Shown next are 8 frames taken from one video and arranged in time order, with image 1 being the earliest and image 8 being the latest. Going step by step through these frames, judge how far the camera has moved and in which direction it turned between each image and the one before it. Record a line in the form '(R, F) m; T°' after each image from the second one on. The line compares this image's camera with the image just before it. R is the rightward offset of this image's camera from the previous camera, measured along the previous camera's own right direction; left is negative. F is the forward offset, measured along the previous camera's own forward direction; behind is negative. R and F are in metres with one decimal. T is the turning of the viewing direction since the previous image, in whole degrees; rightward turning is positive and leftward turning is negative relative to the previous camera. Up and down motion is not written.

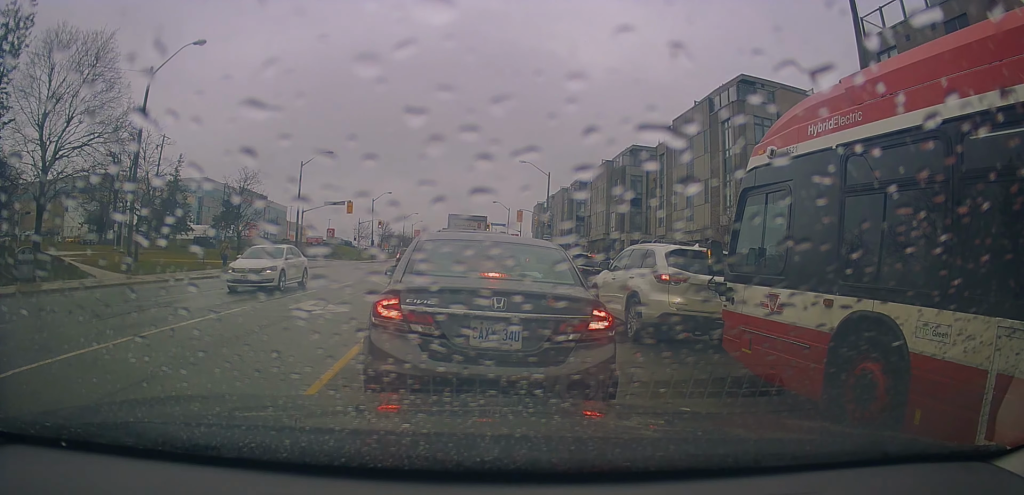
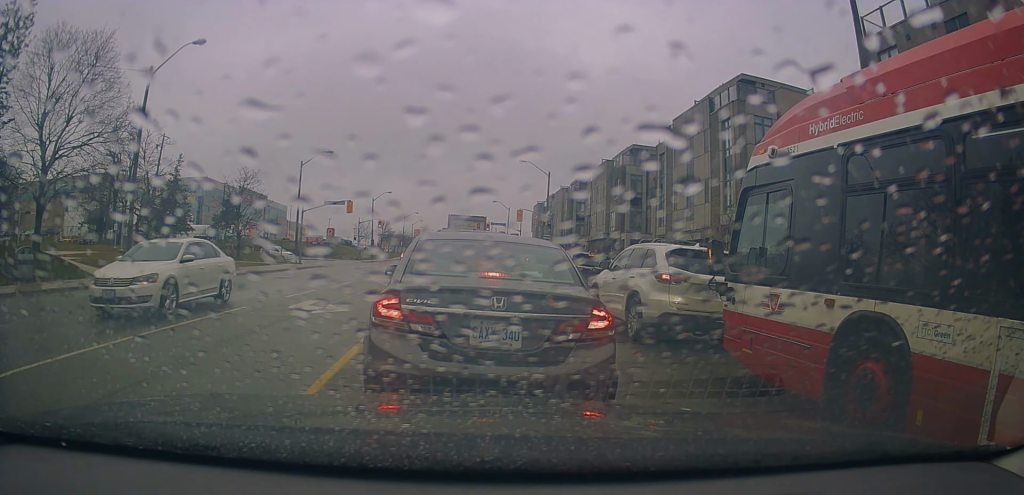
(0.0, 0.0) m; 0°
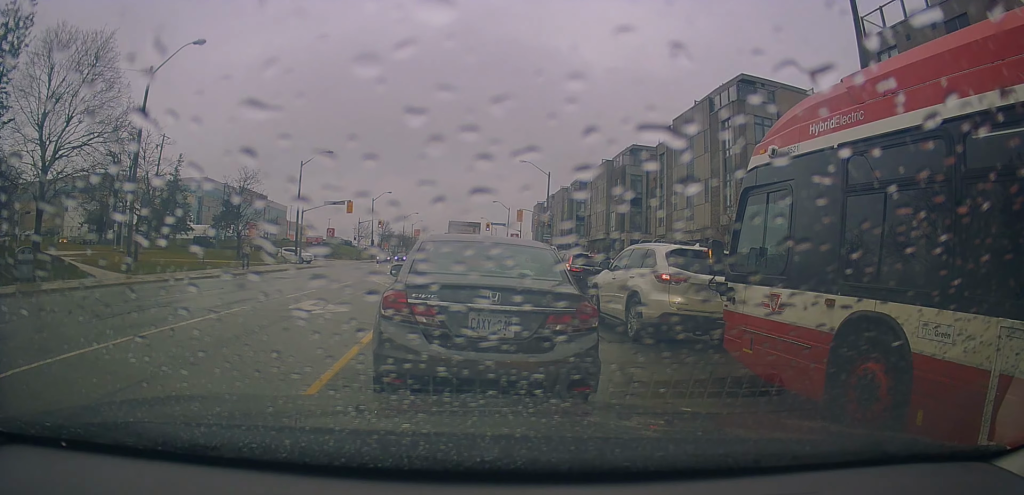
(0.0, 0.0) m; 0°
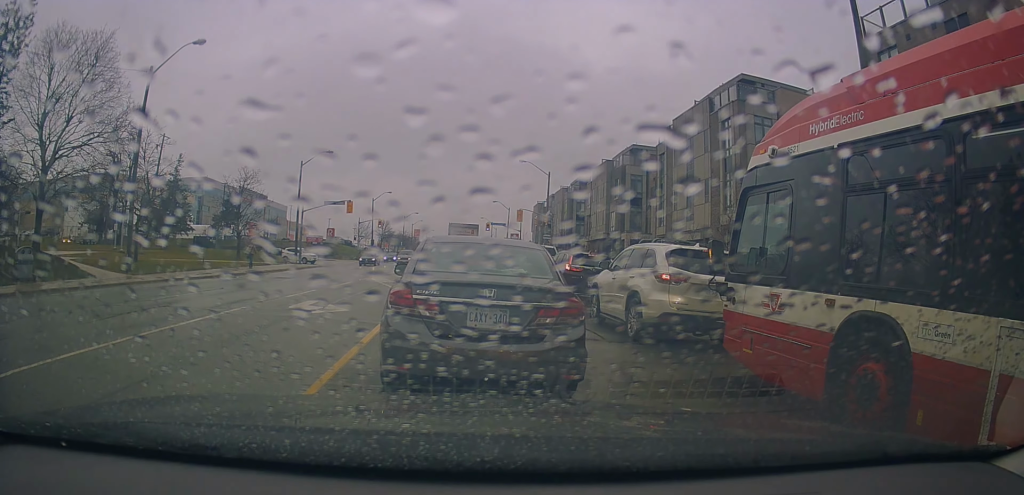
(0.0, 0.0) m; 0°
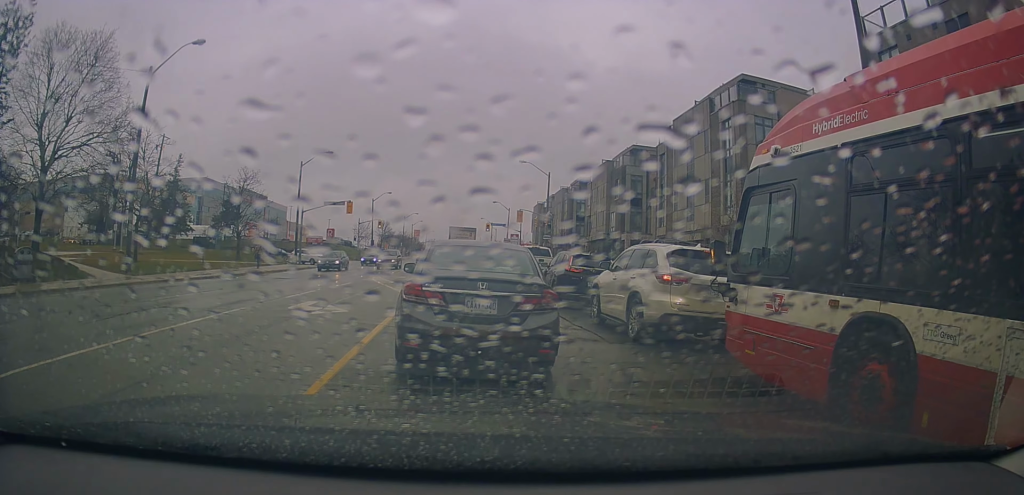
(0.0, 0.0) m; 0°
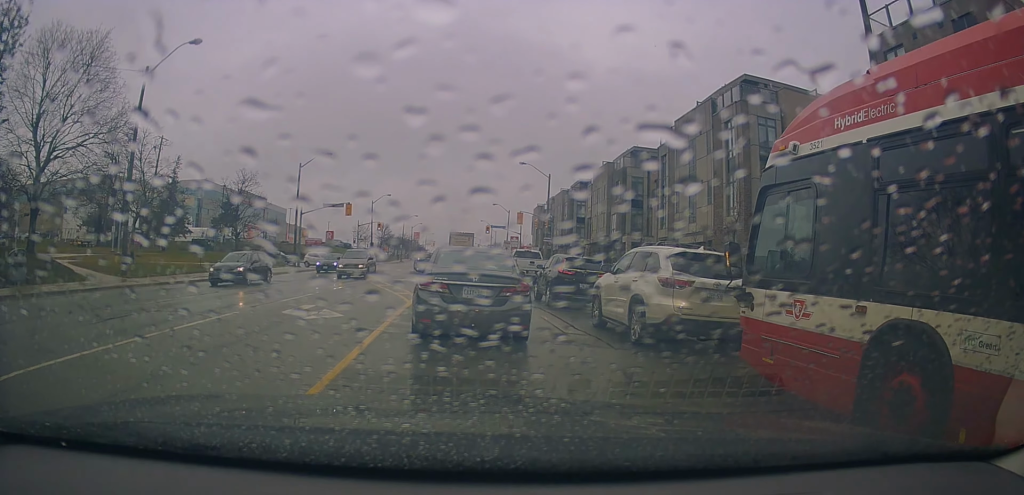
(+0.1, +0.2) m; 0°
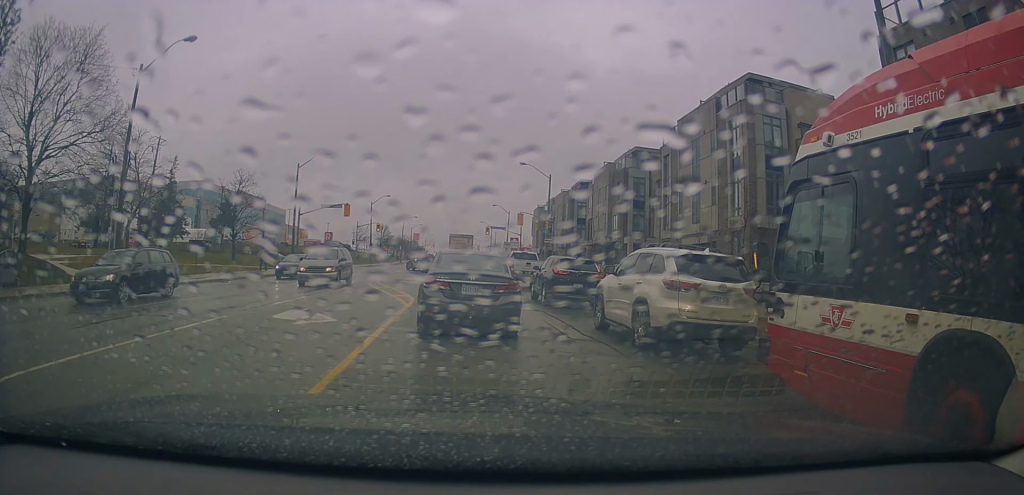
(+0.1, +0.3) m; +1°
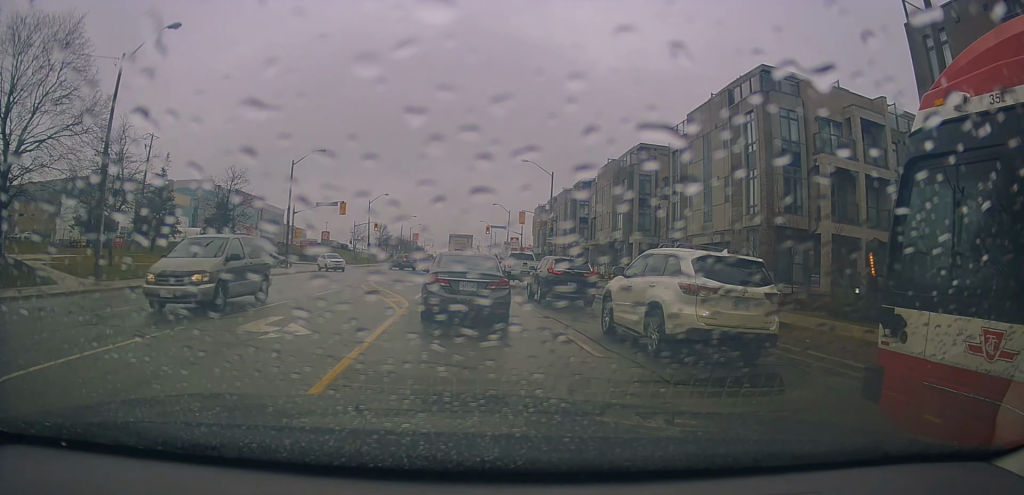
(+0.4, +0.9) m; +6°
